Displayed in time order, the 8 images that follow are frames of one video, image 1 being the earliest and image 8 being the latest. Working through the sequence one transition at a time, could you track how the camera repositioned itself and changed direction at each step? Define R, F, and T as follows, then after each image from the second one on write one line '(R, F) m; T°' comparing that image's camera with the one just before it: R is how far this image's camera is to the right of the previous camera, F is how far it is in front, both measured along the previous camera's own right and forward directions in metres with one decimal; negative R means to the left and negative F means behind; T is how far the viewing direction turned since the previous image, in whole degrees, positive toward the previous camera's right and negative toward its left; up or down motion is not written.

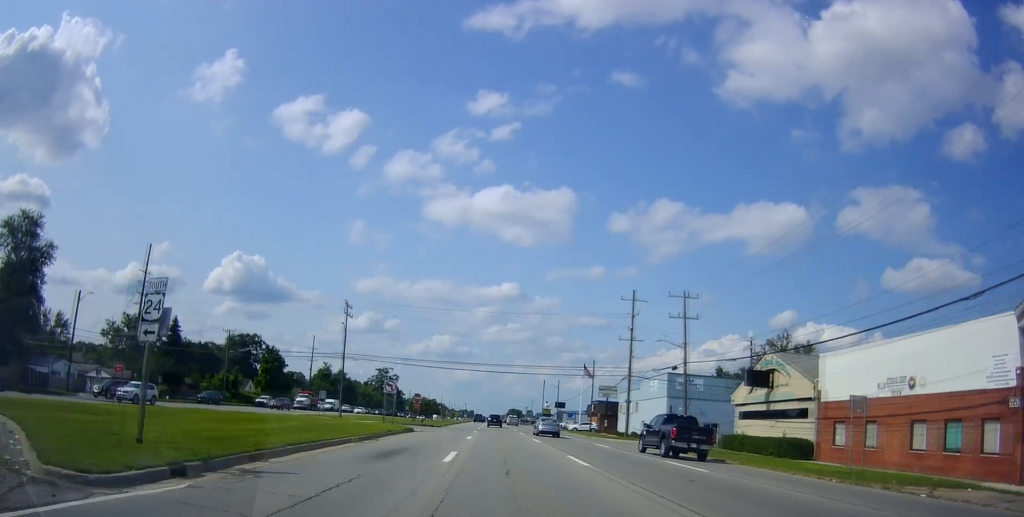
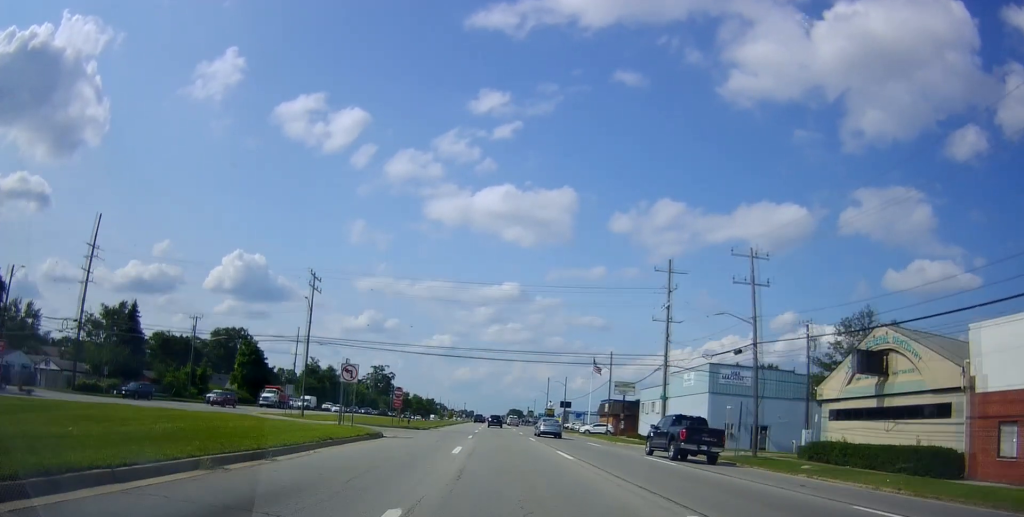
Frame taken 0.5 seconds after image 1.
(0.0, +12.6) m; 0°
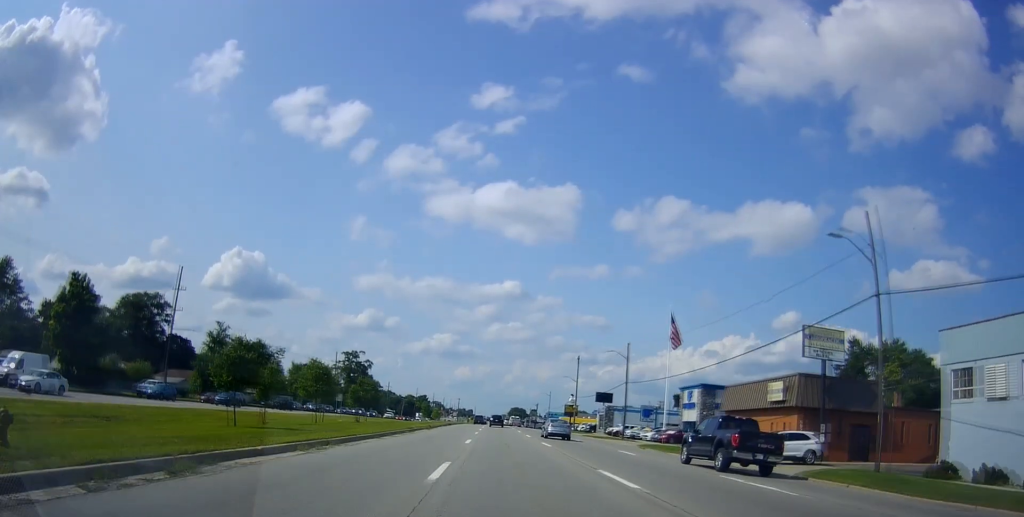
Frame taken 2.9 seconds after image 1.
(+0.6, +54.1) m; +2°
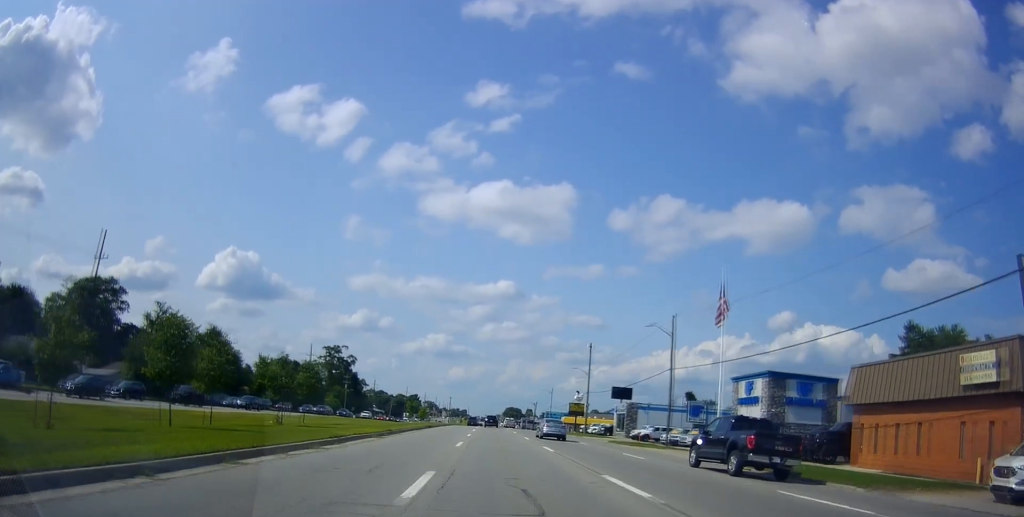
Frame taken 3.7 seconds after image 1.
(0.0, +18.2) m; -1°
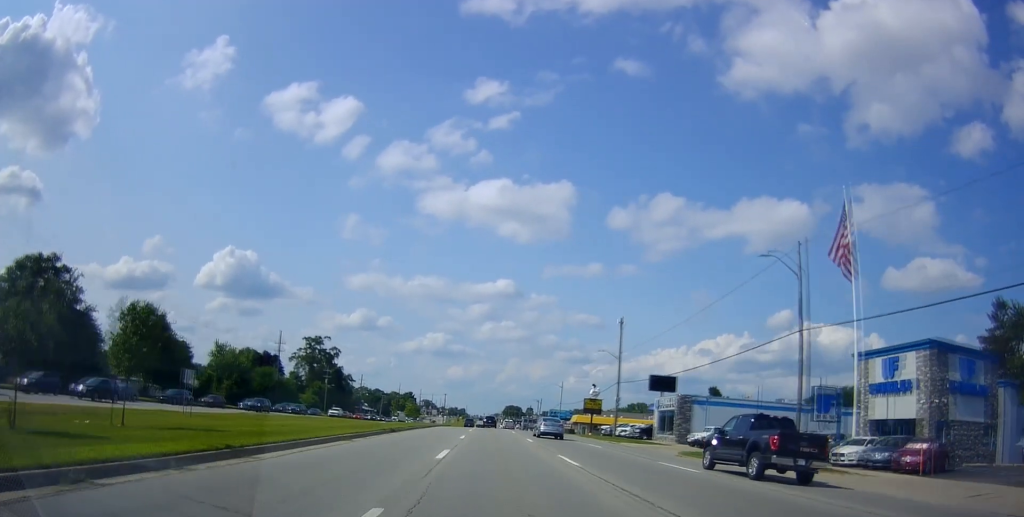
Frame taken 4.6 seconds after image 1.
(-0.4, +21.3) m; -1°
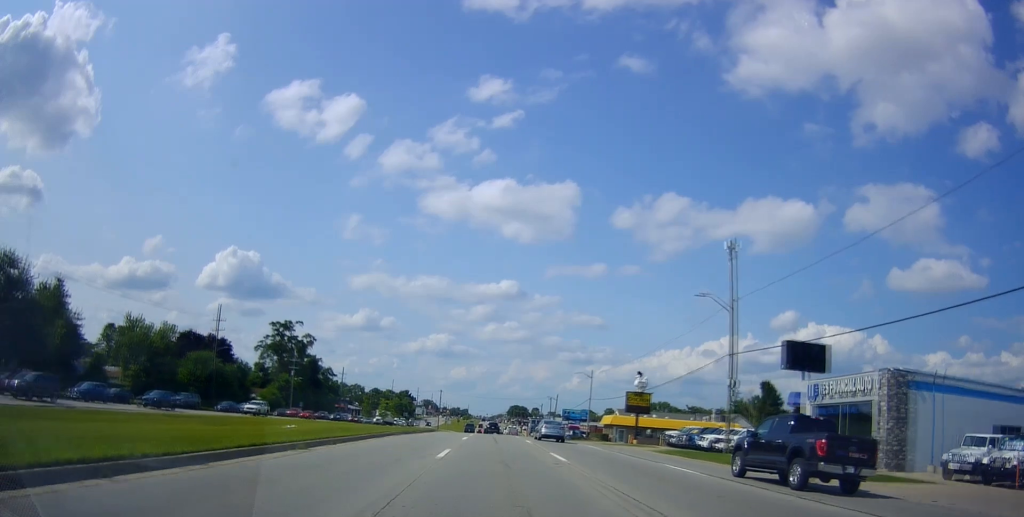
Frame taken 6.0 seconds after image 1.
(+0.5, +31.3) m; +1°
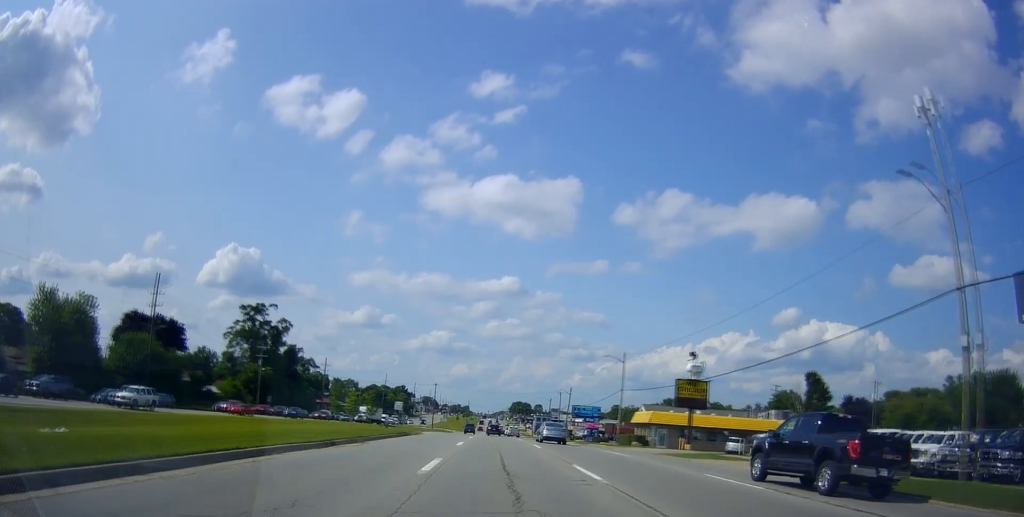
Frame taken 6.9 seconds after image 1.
(-0.4, +20.4) m; 0°
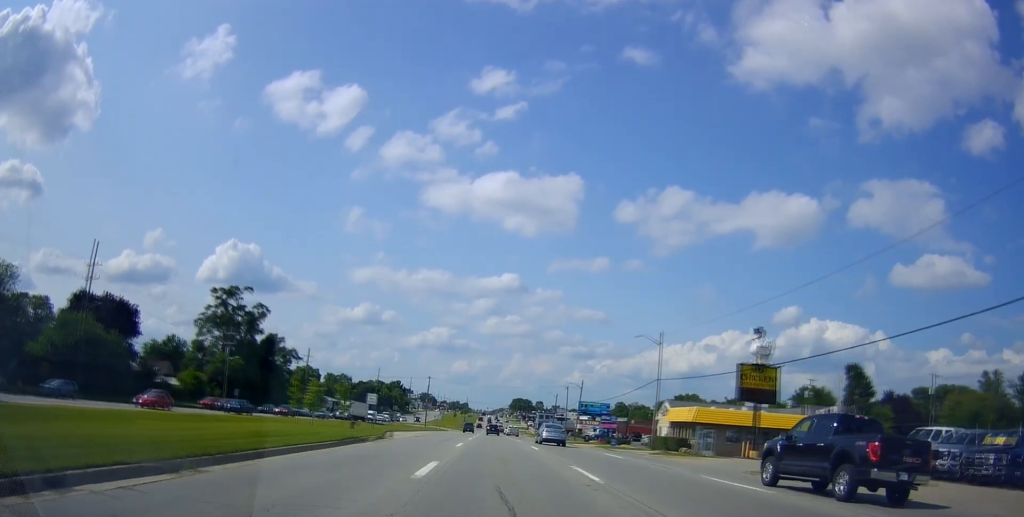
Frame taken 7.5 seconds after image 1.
(+0.1, +14.9) m; 0°
